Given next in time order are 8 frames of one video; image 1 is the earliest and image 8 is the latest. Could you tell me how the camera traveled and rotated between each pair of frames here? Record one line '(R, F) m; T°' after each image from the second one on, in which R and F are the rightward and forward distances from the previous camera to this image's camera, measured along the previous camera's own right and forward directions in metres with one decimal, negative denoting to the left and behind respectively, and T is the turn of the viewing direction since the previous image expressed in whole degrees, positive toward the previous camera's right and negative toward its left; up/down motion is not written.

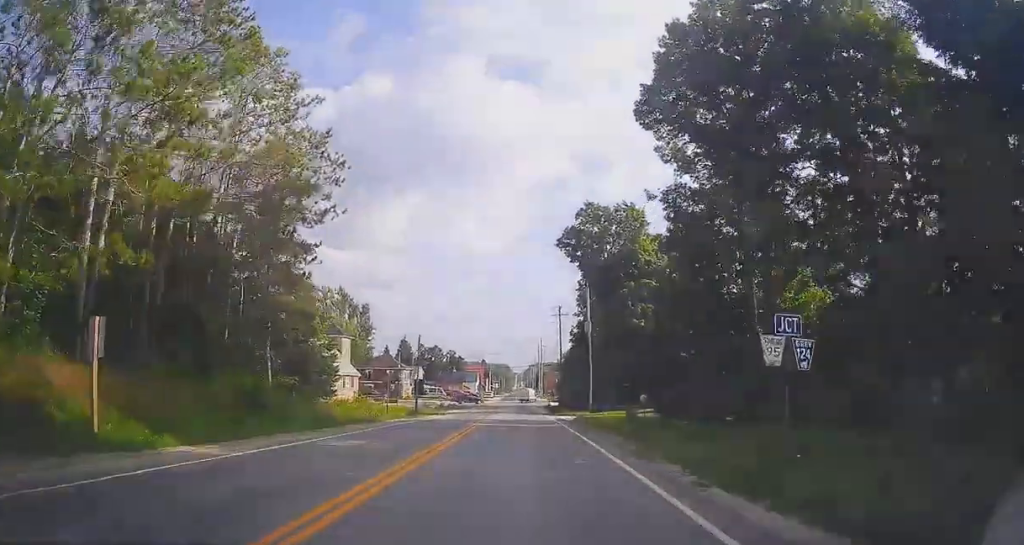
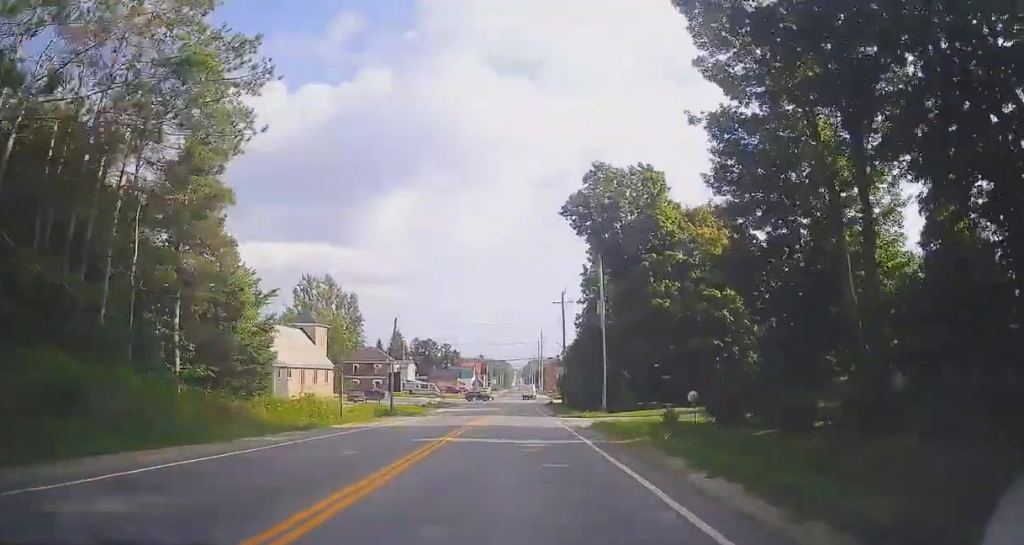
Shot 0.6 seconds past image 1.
(-0.1, +9.8) m; 0°
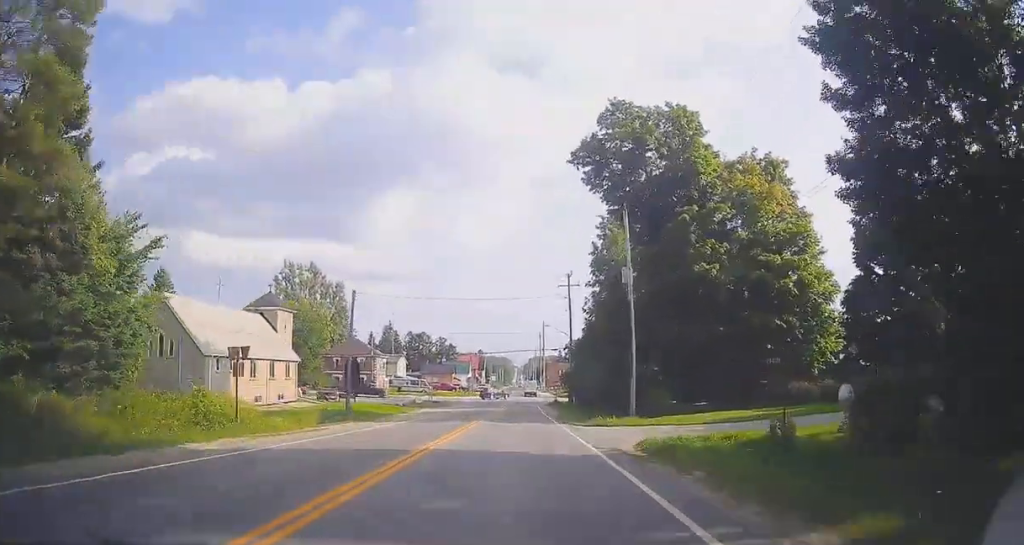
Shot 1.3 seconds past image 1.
(+0.2, +11.8) m; 0°
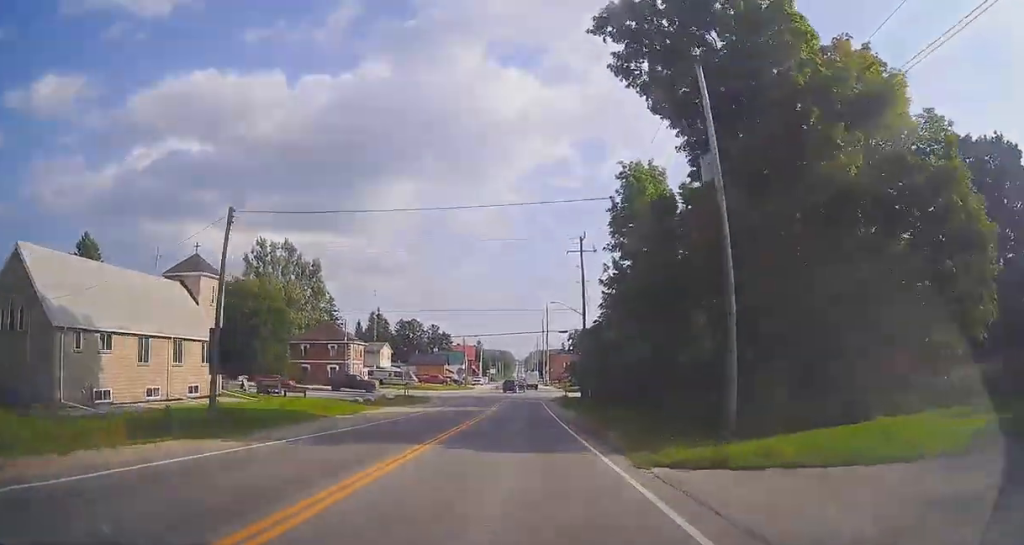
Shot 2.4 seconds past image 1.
(0.0, +16.2) m; 0°
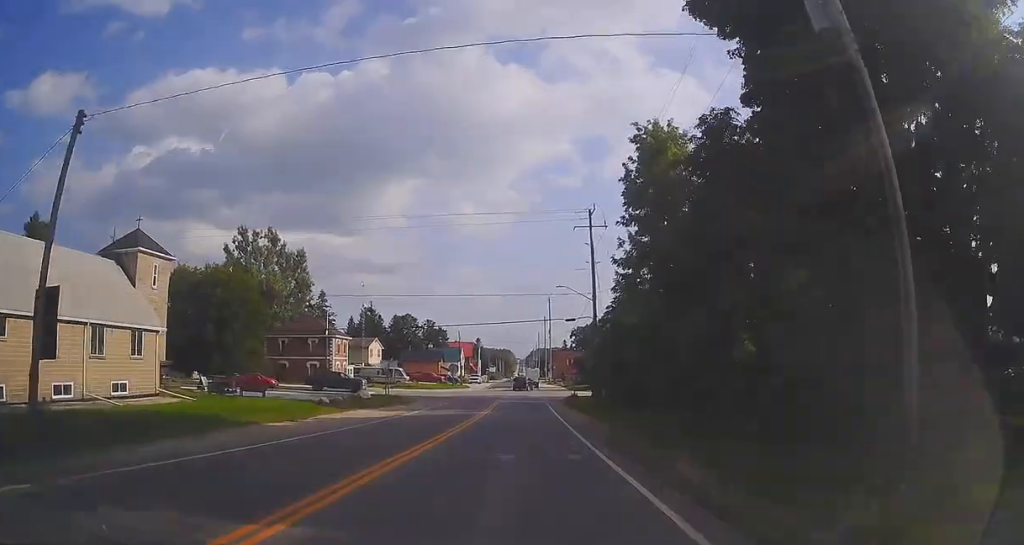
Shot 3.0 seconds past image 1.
(0.0, +8.4) m; 0°
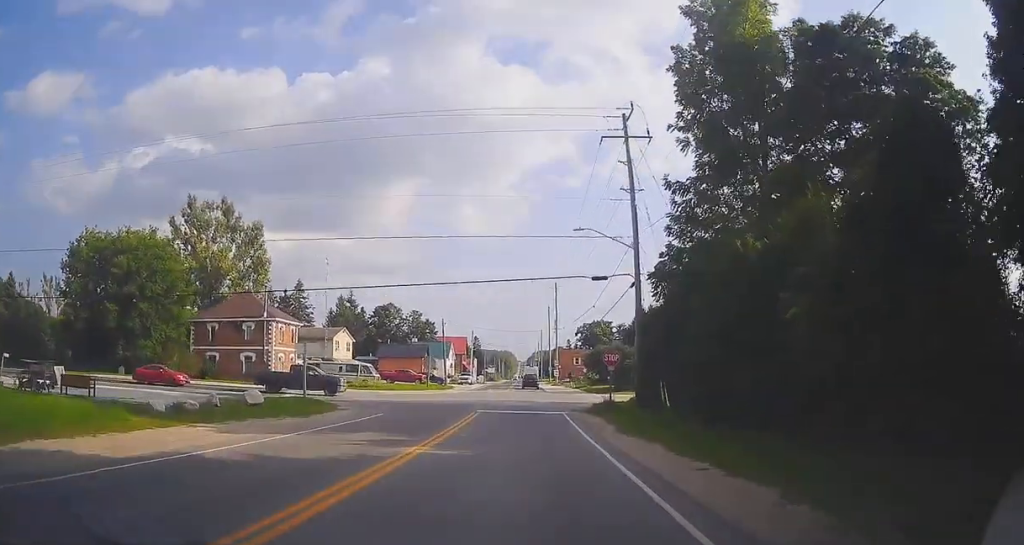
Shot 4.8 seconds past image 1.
(-0.3, +20.3) m; -3°
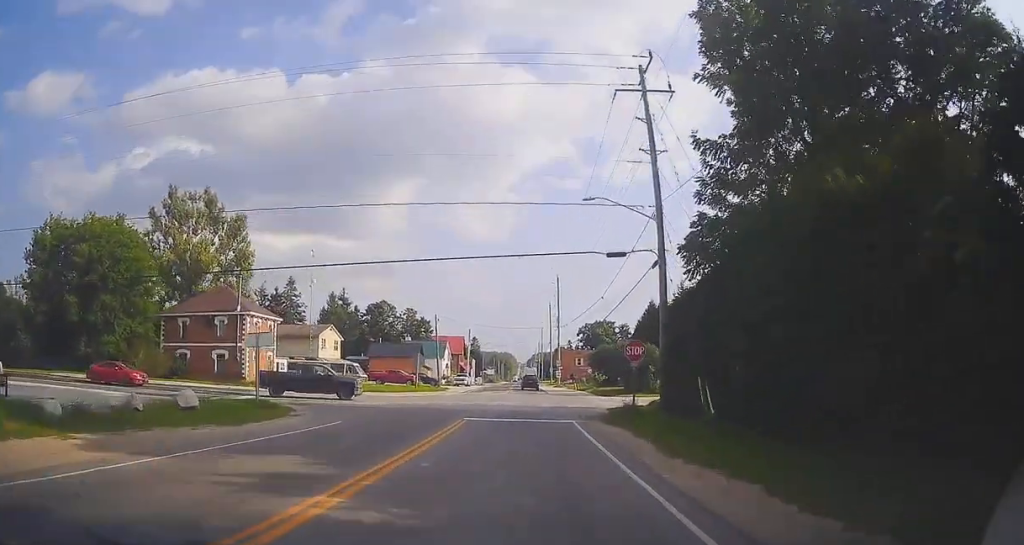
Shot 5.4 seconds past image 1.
(-0.1, +5.9) m; +1°
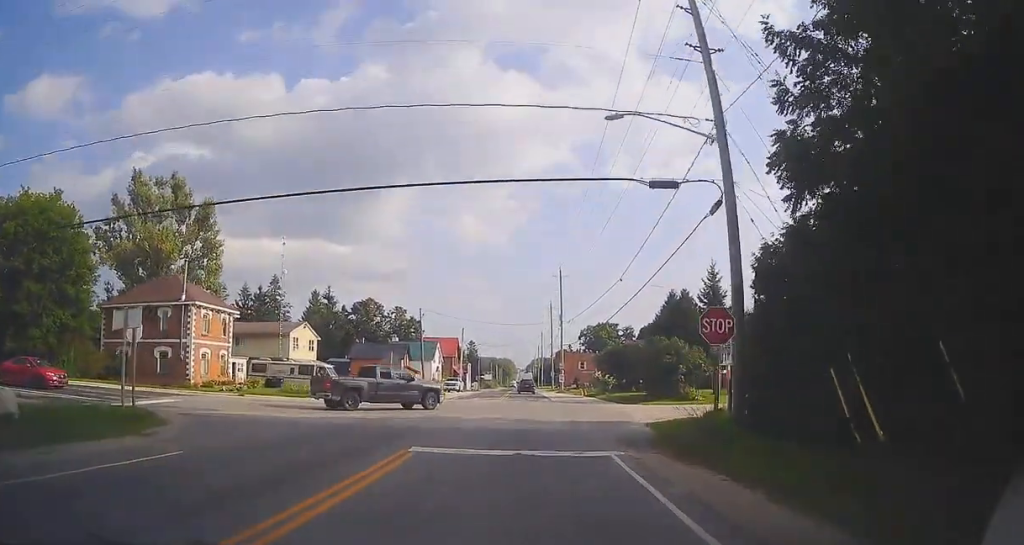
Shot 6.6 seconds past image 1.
(+0.4, +10.4) m; +2°
